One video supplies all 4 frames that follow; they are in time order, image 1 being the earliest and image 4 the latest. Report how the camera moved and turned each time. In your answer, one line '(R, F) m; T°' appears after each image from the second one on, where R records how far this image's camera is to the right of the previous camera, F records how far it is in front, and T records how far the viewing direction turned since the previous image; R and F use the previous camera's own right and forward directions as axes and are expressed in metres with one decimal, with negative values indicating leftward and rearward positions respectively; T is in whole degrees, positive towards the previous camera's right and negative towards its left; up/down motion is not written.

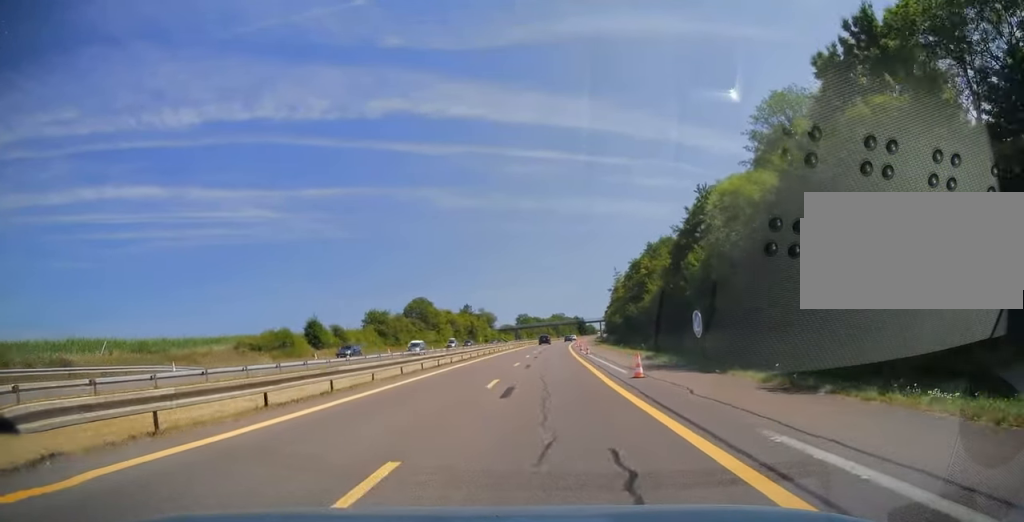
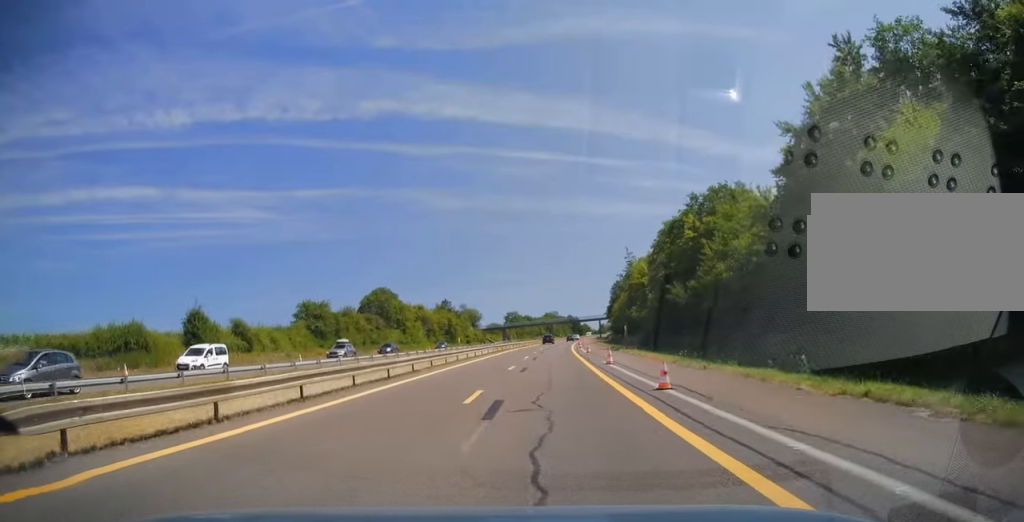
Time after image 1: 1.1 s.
(0.0, +30.1) m; +1°
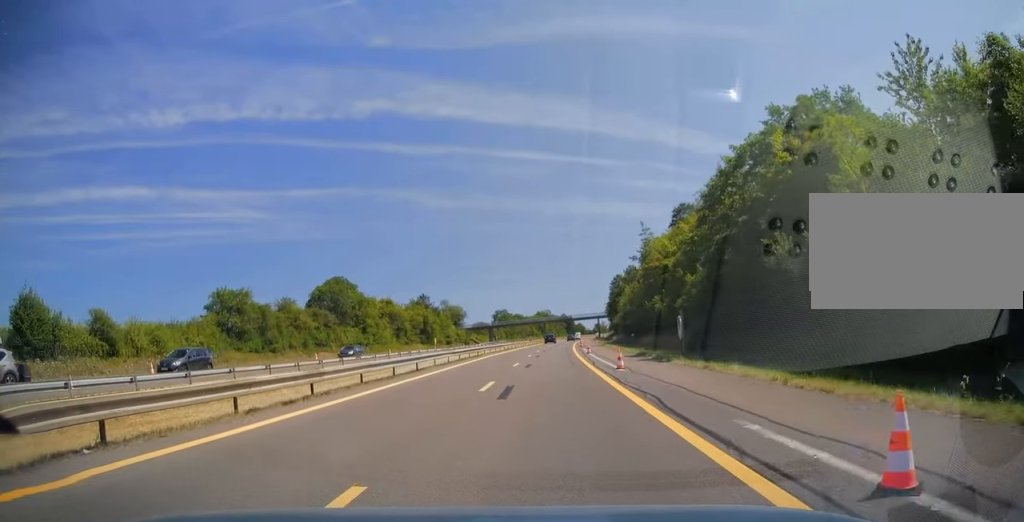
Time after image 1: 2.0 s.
(+0.2, +23.1) m; +1°
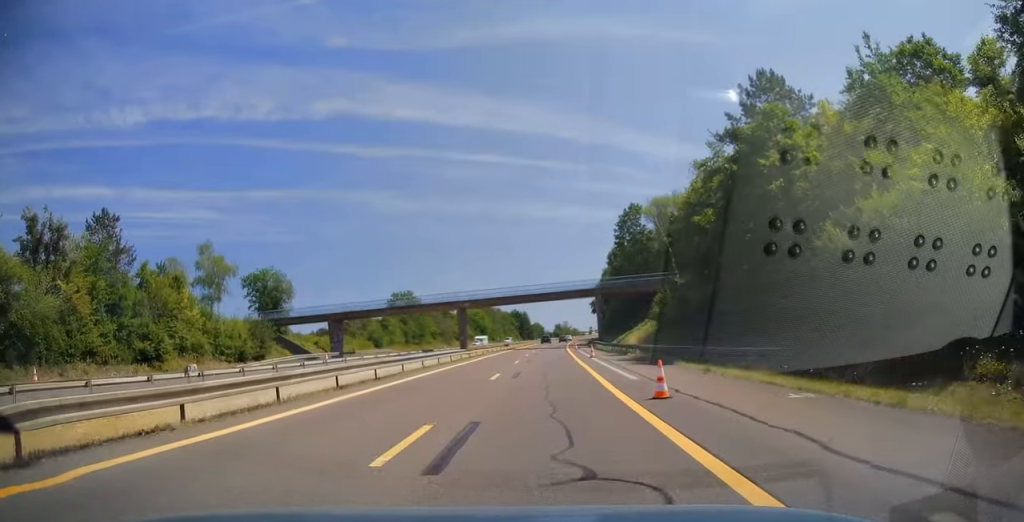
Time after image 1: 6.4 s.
(+4.6, +113.0) m; +4°
